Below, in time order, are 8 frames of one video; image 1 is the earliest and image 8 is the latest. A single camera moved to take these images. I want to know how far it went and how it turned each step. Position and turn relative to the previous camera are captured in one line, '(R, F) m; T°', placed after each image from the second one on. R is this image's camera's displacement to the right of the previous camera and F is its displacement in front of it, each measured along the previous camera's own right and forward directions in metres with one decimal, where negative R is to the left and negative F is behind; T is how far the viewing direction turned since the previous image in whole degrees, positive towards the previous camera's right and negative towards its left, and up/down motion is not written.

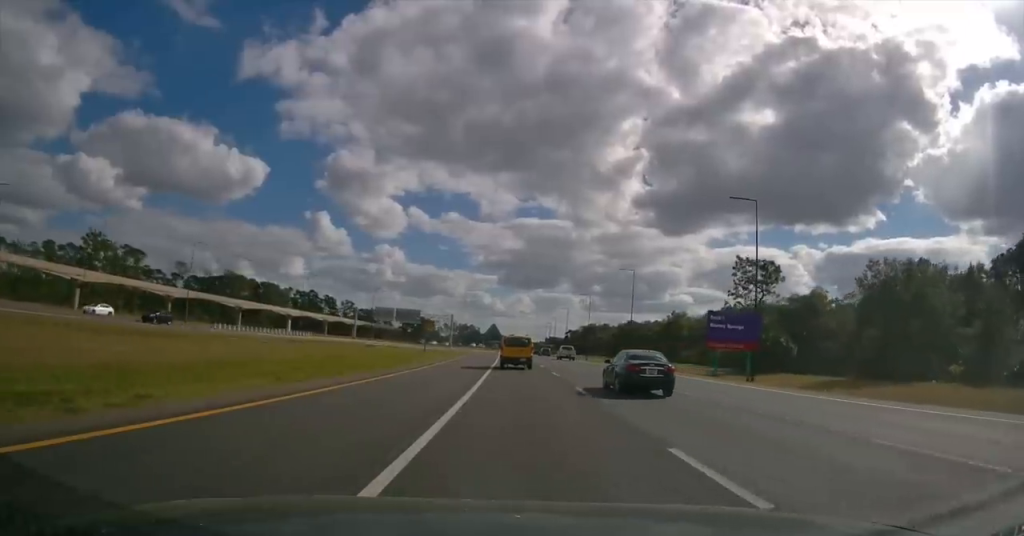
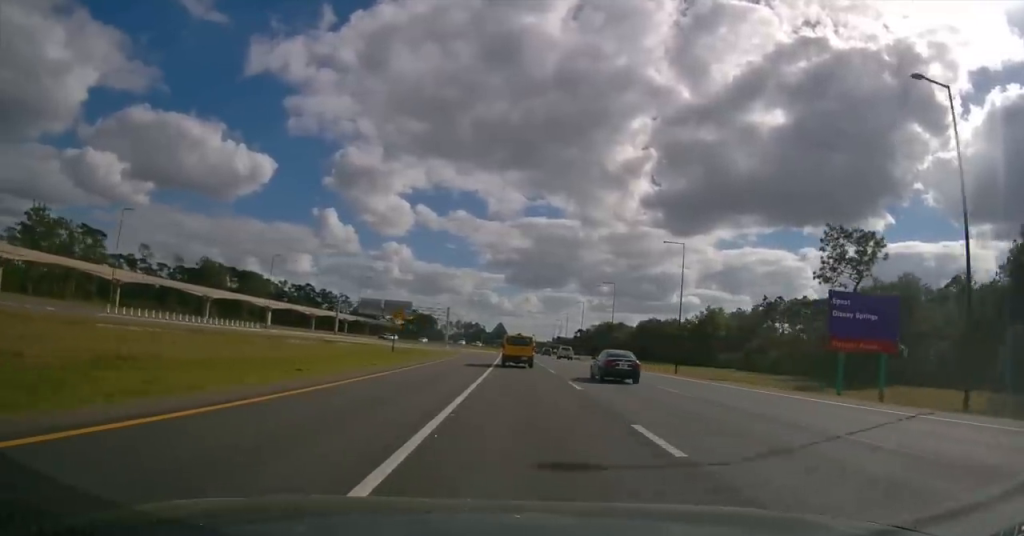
(-0.1, +21.4) m; -1°
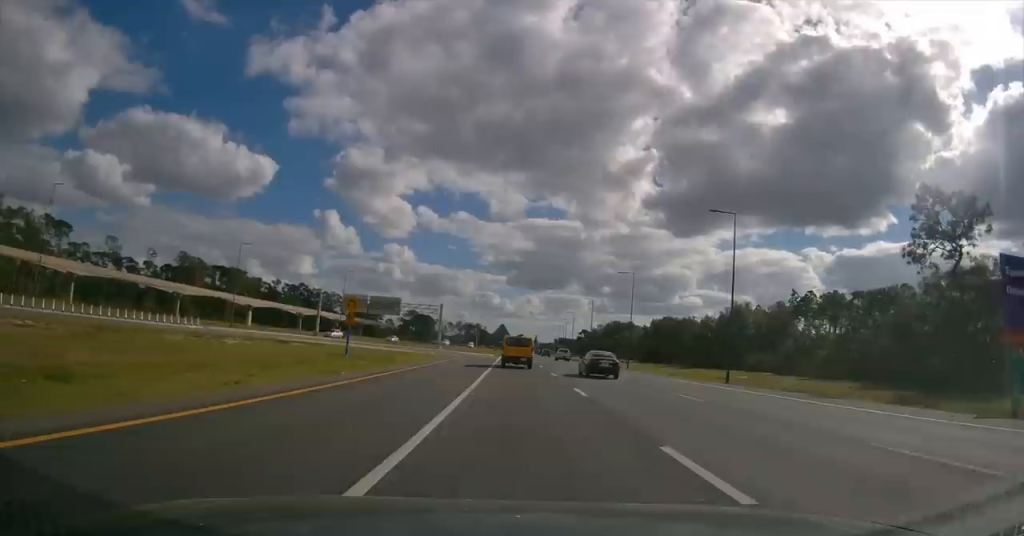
(-0.1, +14.3) m; -1°
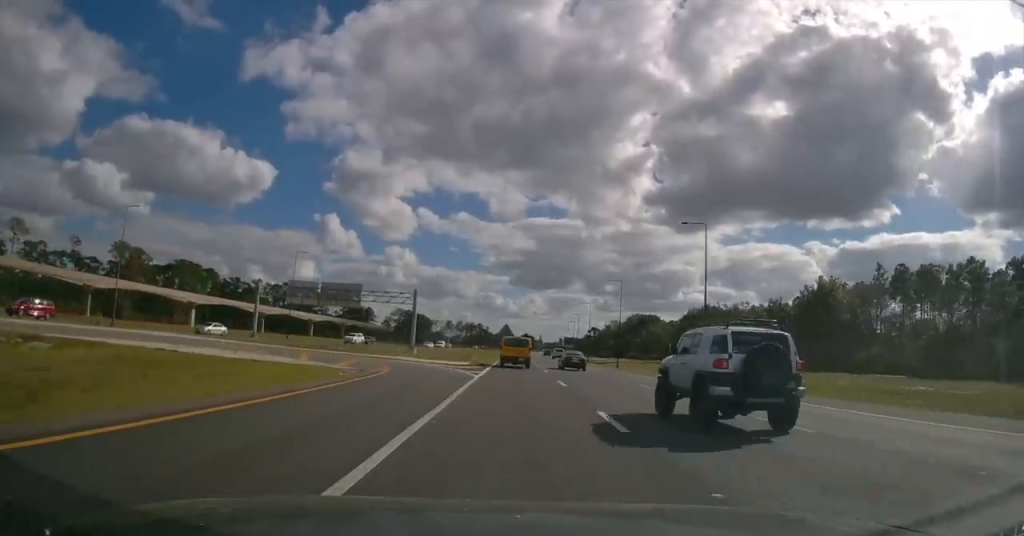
(0.0, +32.5) m; 0°
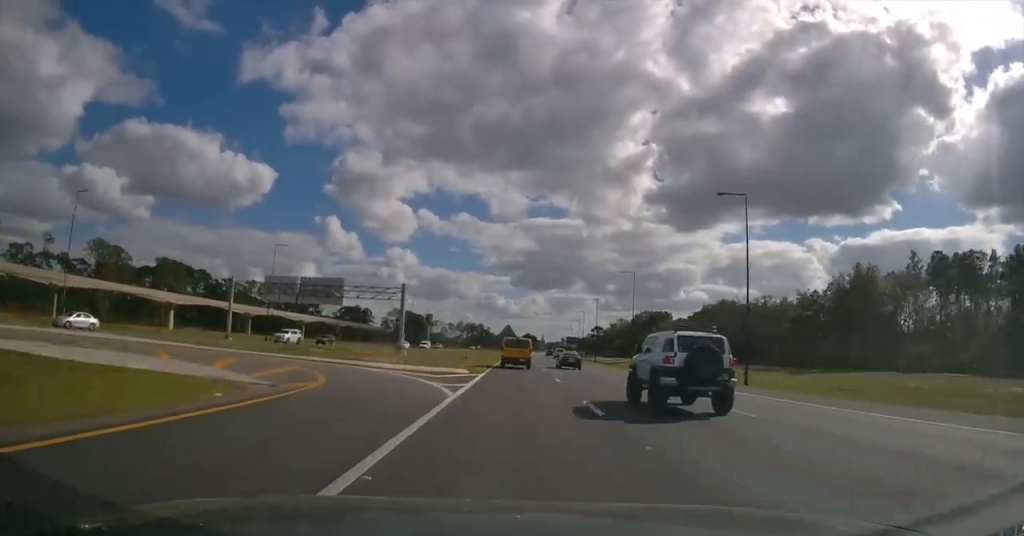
(+0.1, +9.5) m; 0°
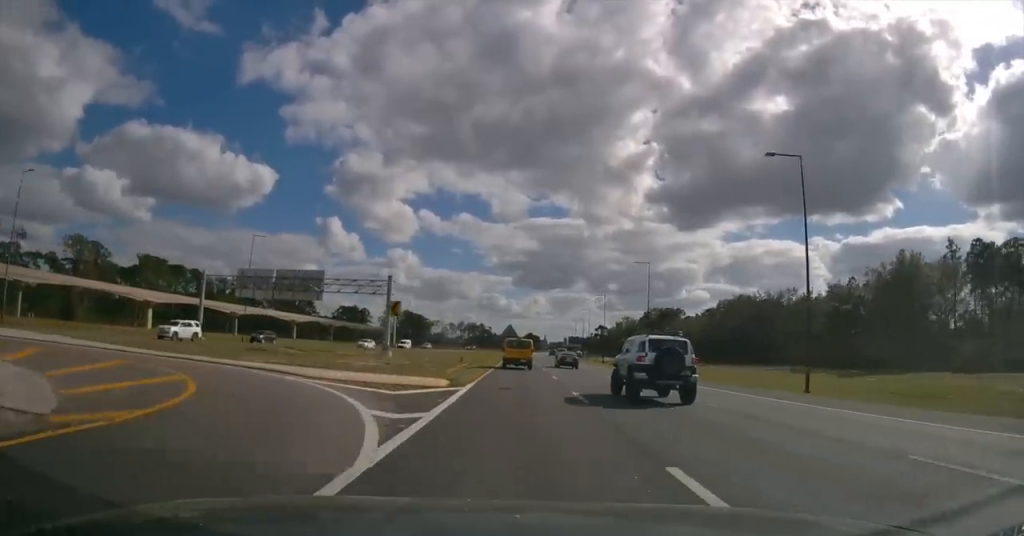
(-0.2, +8.9) m; 0°
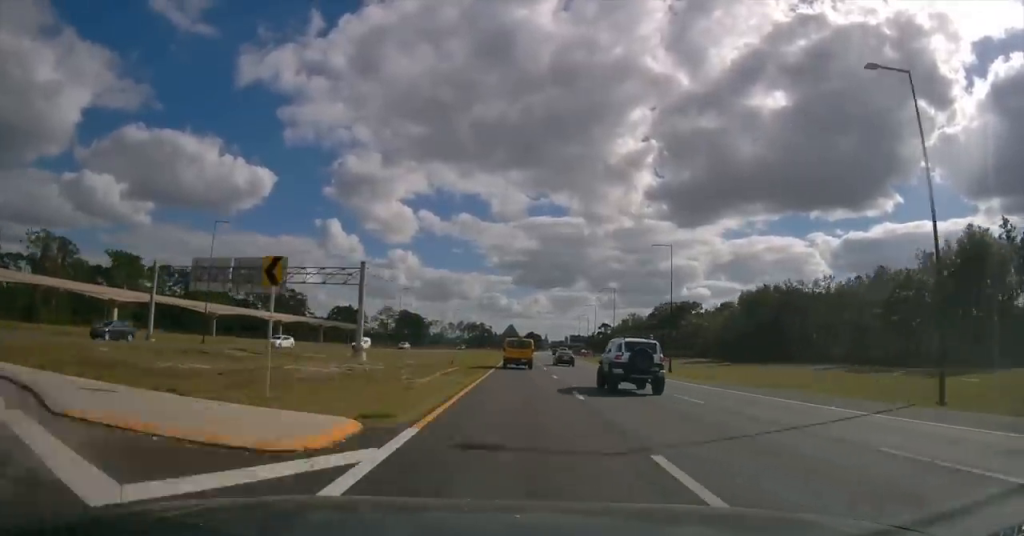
(-0.1, +11.4) m; 0°
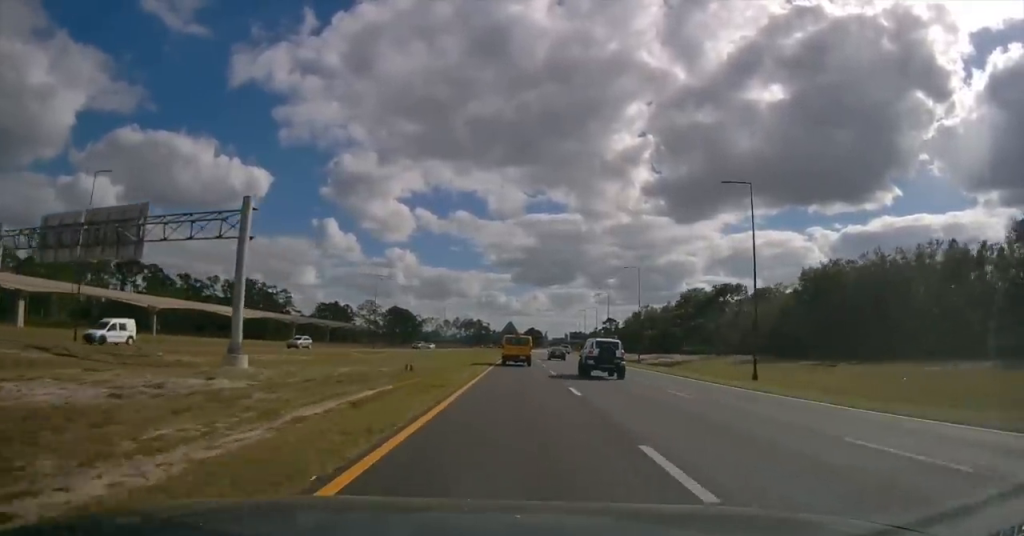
(-0.4, +23.6) m; -1°
